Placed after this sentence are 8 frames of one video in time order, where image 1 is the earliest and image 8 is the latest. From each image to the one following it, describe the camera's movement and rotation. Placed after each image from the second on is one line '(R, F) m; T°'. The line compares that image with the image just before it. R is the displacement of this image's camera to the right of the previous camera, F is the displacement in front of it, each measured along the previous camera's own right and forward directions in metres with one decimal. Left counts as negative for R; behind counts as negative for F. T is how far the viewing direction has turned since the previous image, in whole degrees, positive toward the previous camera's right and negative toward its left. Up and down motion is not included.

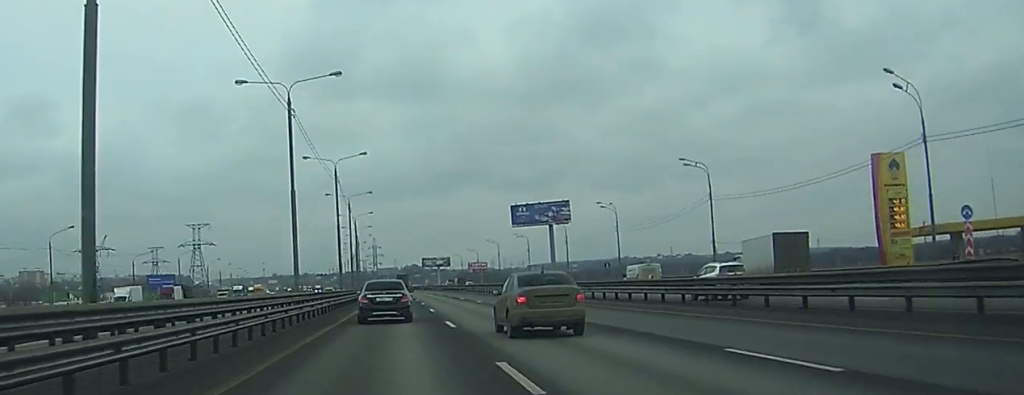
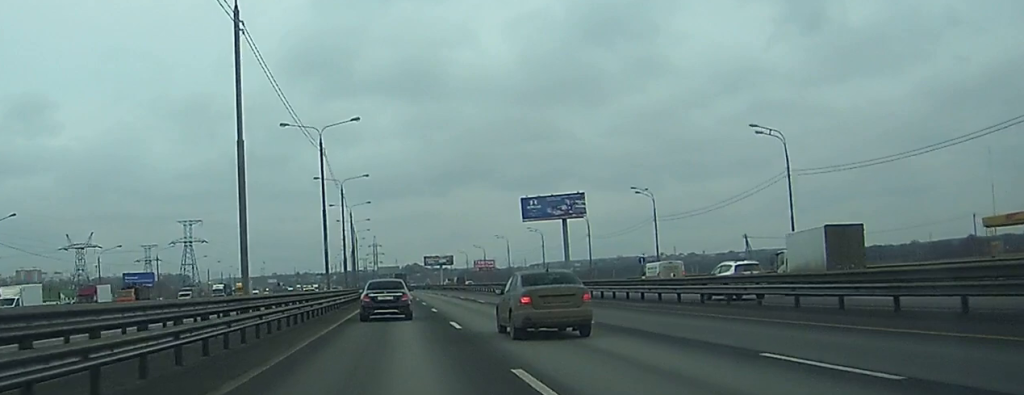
(0.0, +17.1) m; 0°
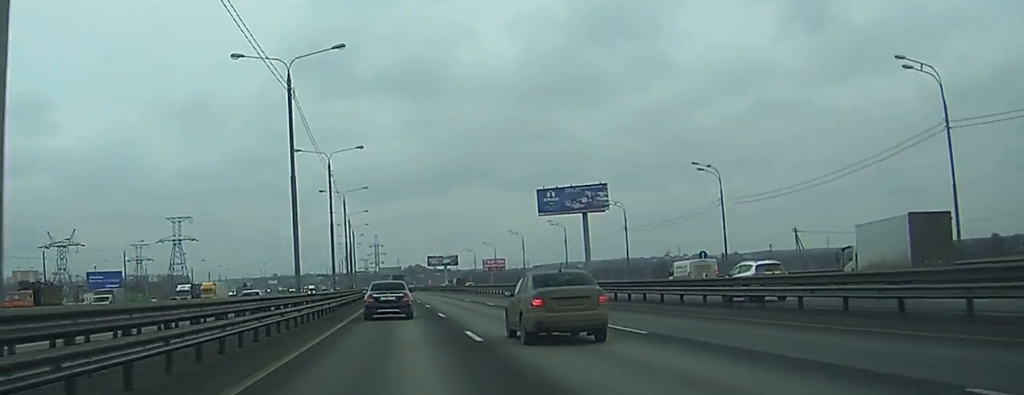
(0.0, +20.8) m; 0°
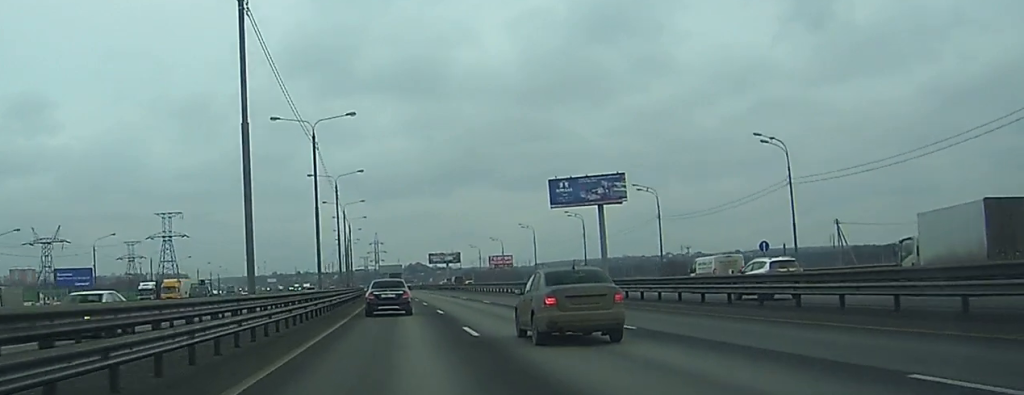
(0.0, +14.6) m; 0°
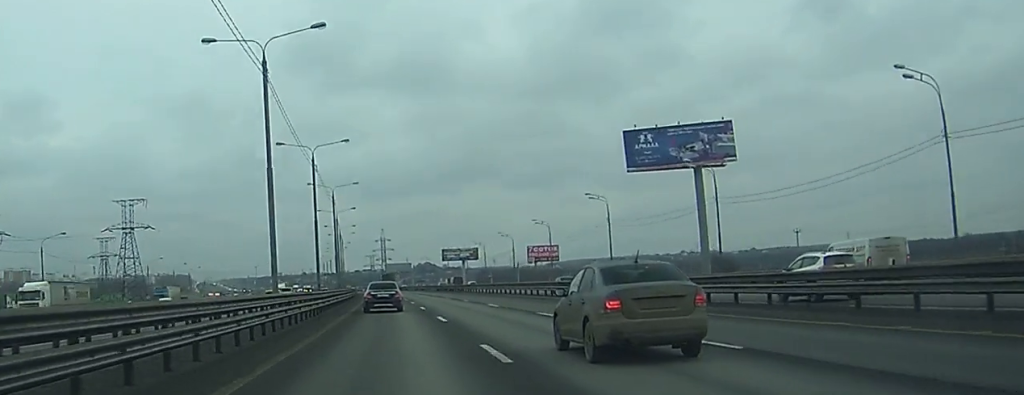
(-0.6, +54.5) m; -1°
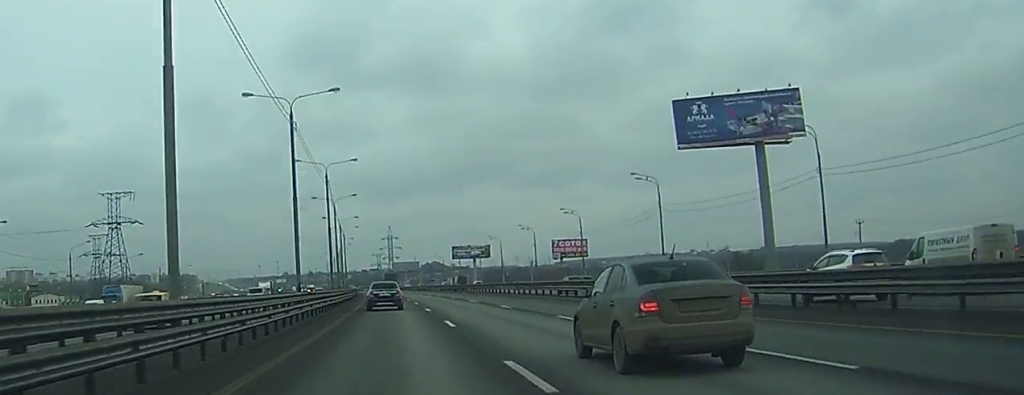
(-0.1, +19.6) m; 0°
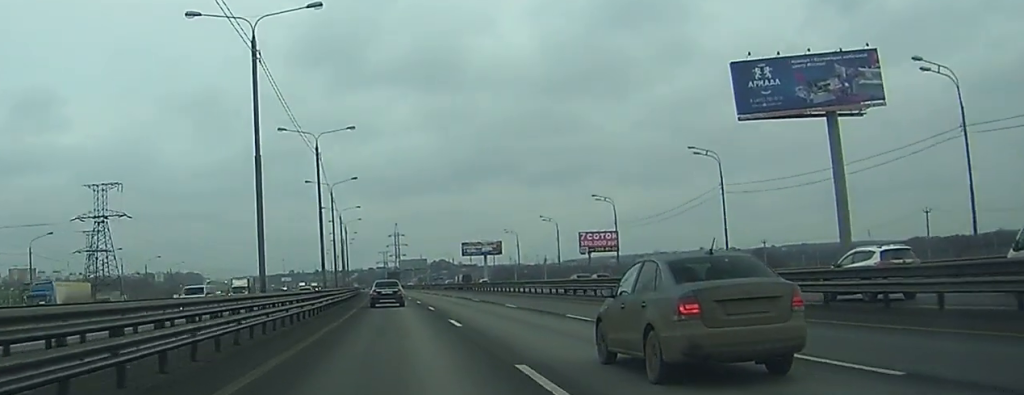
(0.0, +16.7) m; 0°
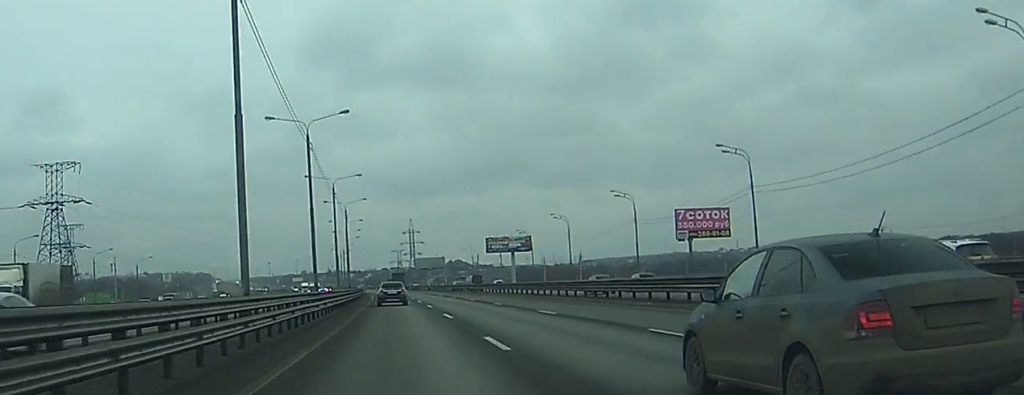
(0.0, +39.6) m; 0°
